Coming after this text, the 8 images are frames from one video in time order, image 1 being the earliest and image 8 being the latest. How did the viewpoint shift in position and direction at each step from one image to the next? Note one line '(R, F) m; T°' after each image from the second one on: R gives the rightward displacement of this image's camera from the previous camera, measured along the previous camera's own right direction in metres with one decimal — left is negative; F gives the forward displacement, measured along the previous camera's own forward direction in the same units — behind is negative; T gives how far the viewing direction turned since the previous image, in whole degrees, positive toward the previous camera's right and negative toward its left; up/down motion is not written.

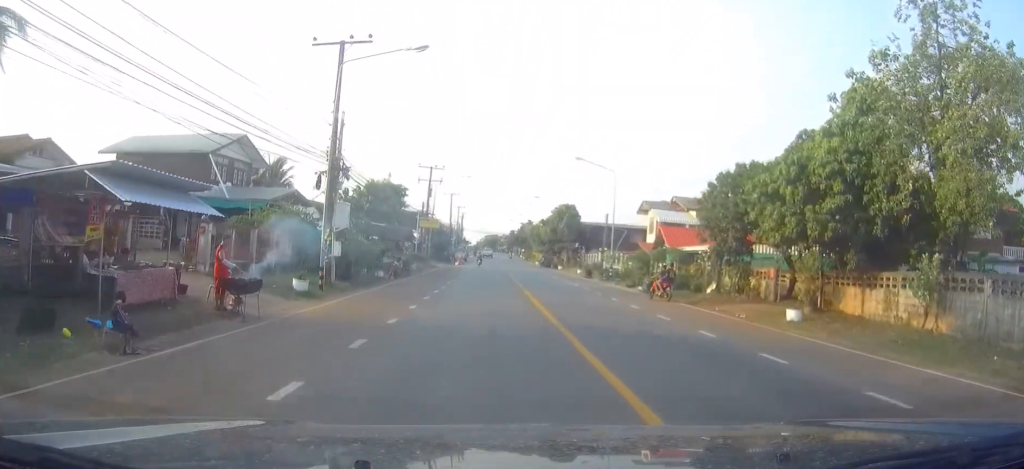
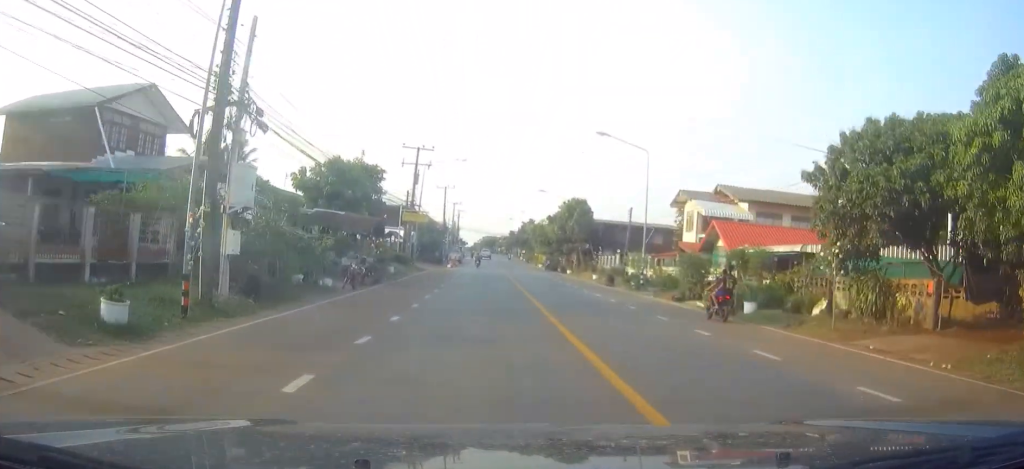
(0.0, +11.2) m; 0°
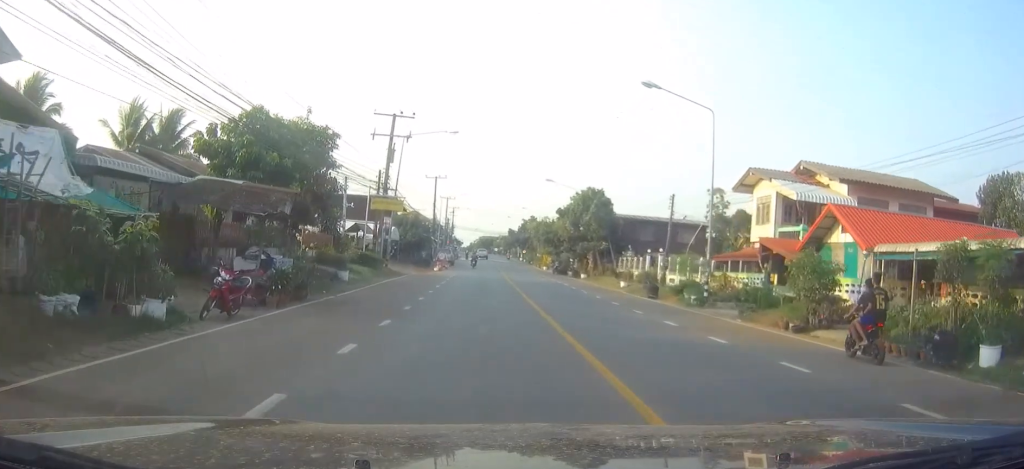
(0.0, +13.4) m; -1°
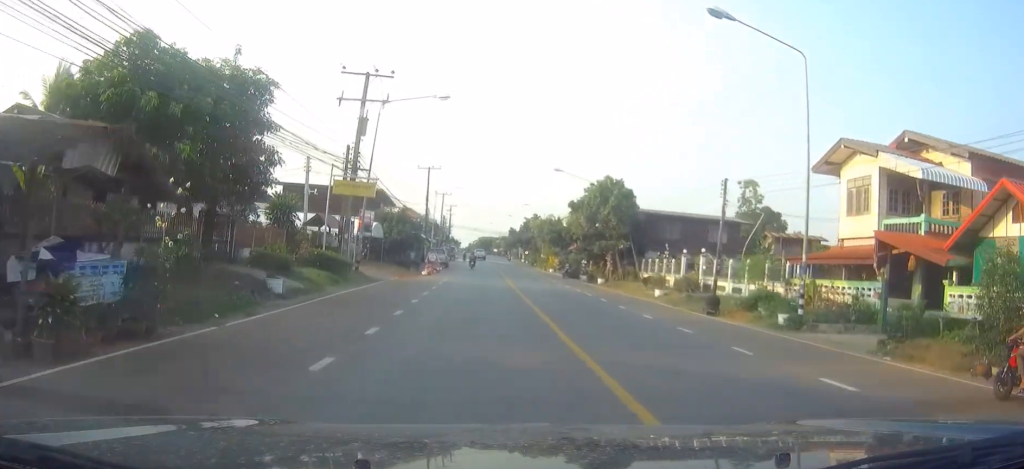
(-0.1, +9.4) m; 0°
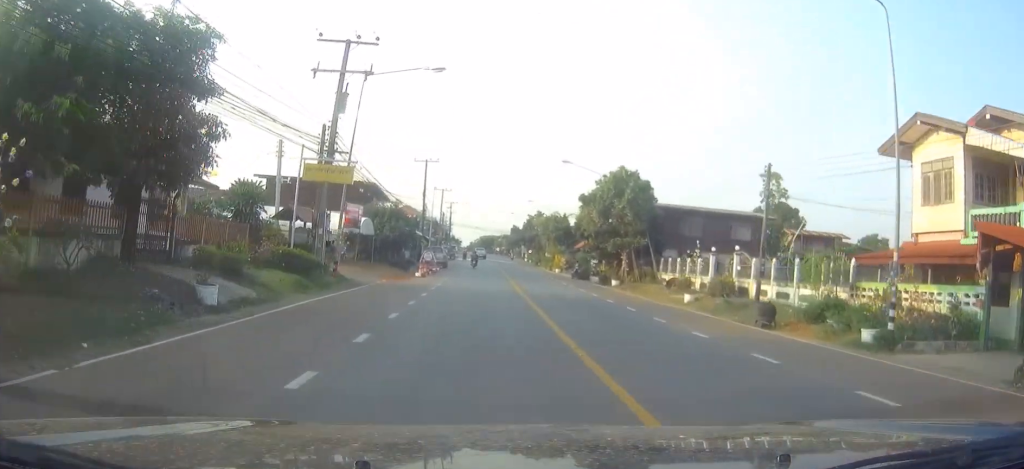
(0.0, +5.1) m; 0°
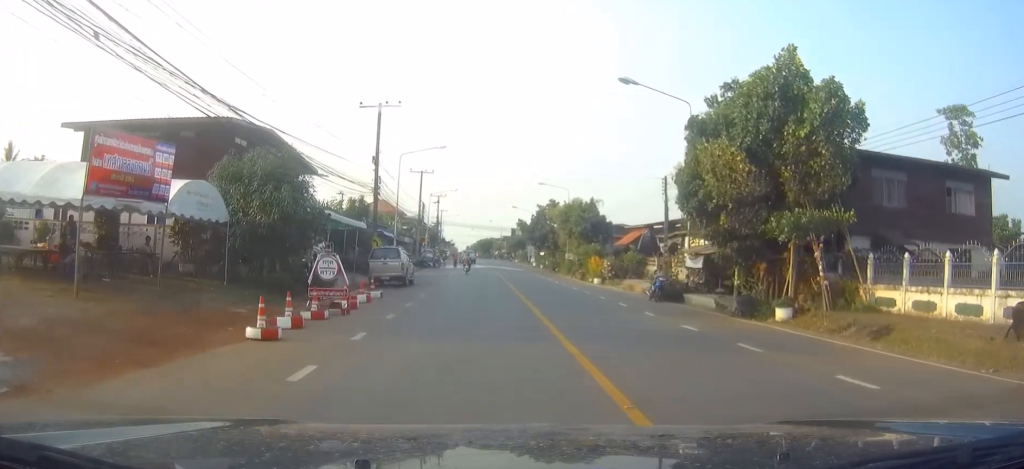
(-0.1, +27.4) m; -1°
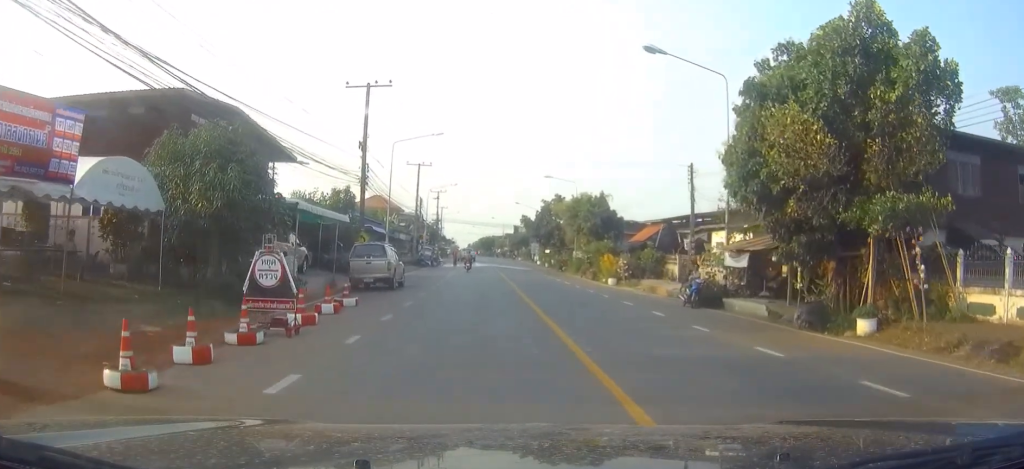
(0.0, +4.9) m; 0°
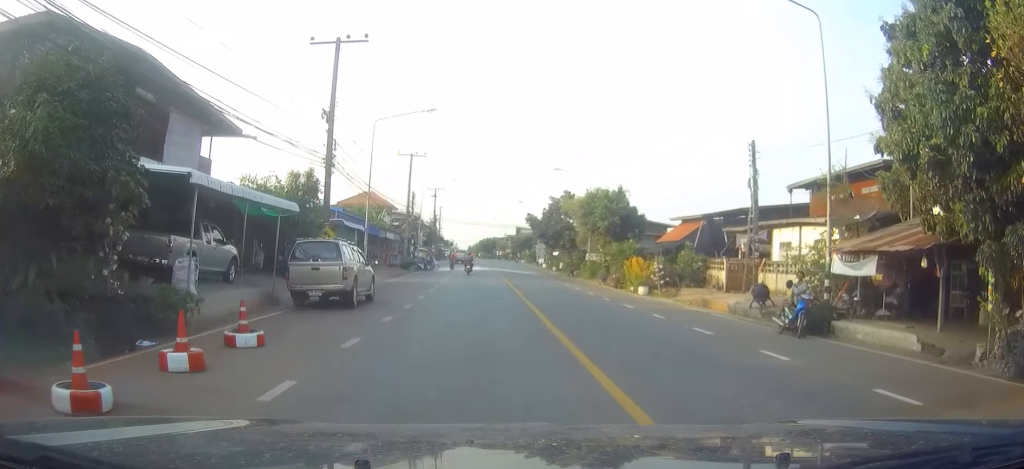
(0.0, +8.4) m; 0°
